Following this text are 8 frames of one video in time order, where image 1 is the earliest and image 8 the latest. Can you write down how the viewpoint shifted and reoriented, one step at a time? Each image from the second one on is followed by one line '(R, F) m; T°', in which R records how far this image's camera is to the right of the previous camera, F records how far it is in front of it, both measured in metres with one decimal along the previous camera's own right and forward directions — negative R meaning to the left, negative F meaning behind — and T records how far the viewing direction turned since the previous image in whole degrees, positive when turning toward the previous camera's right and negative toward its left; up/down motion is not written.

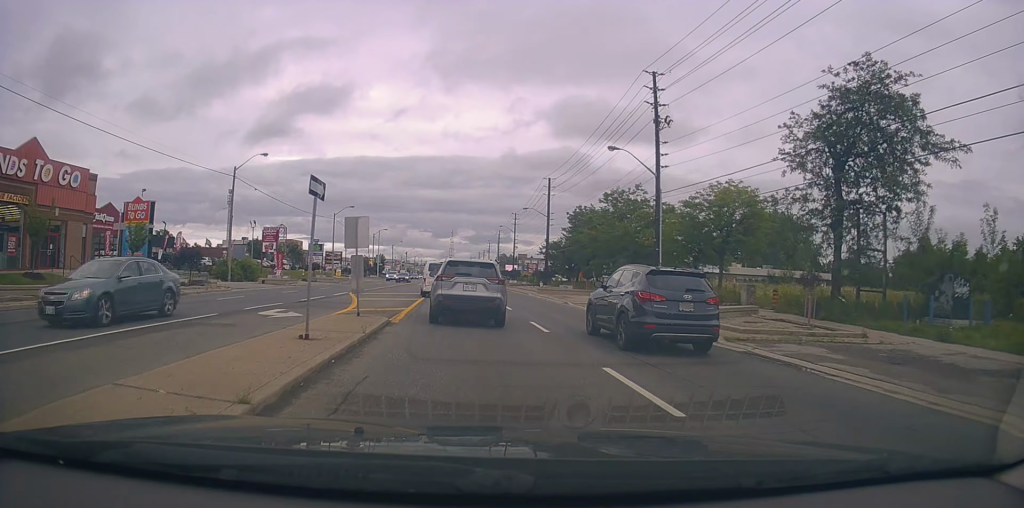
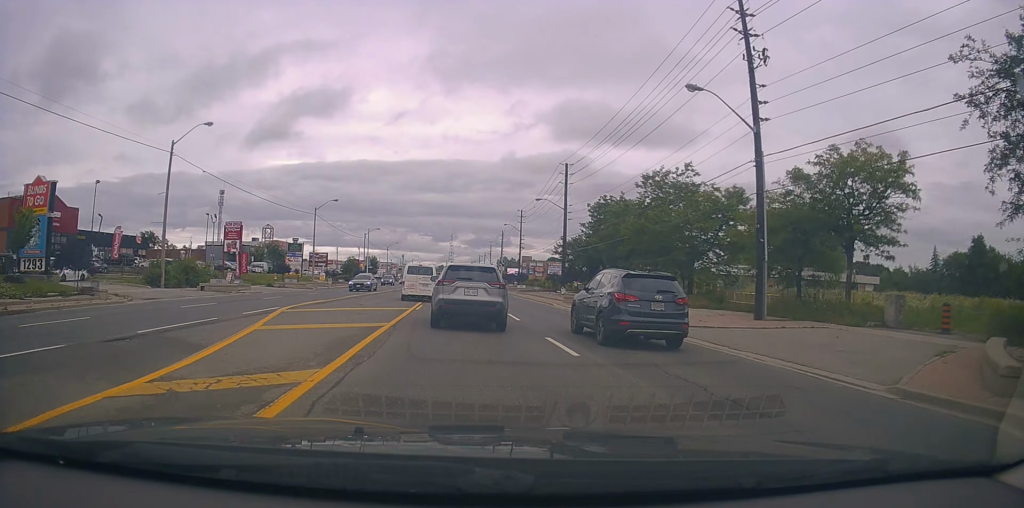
(+0.2, +12.7) m; +1°
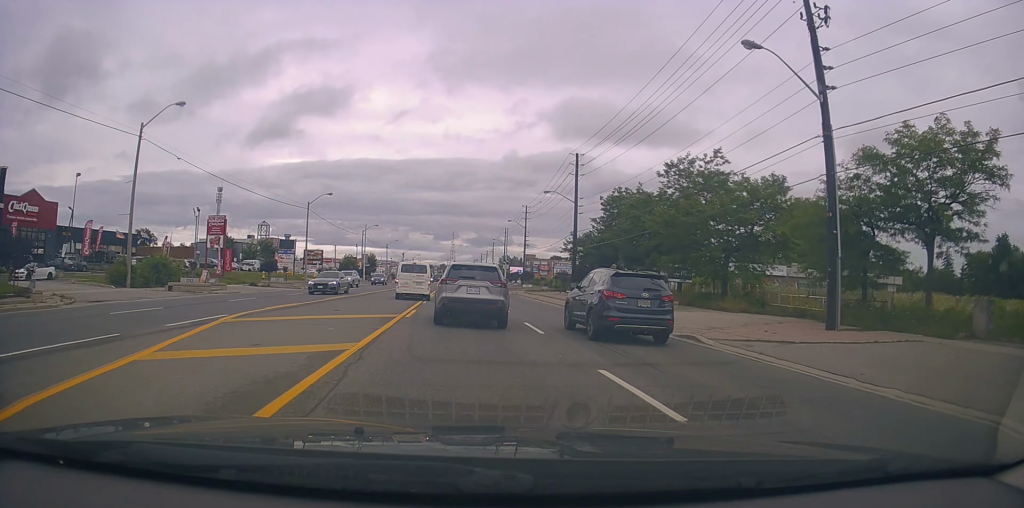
(0.0, +4.9) m; 0°
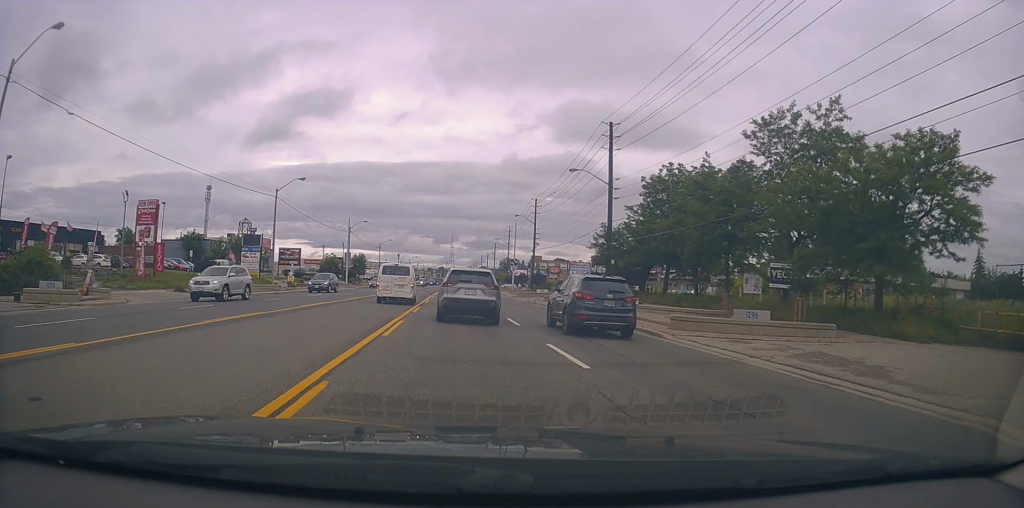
(+0.2, +13.6) m; 0°
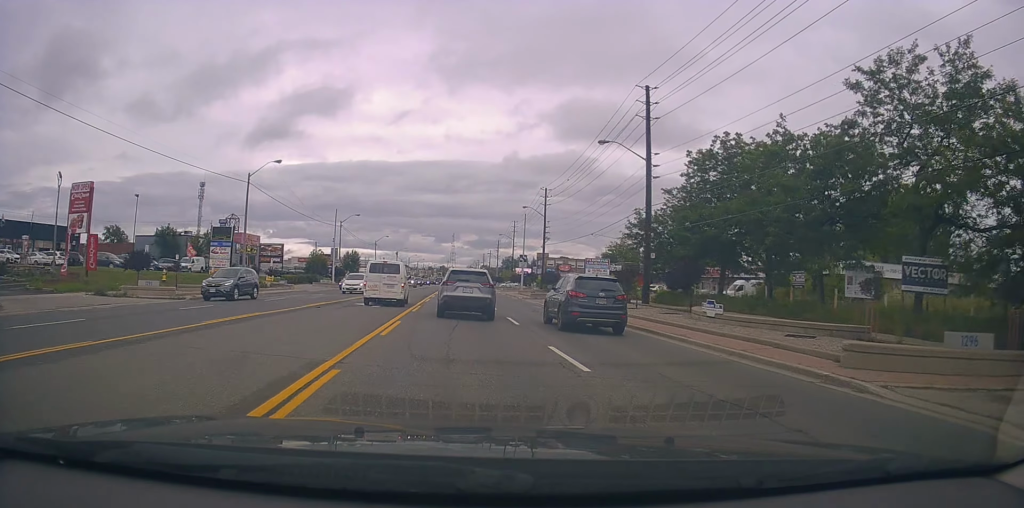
(-0.1, +8.8) m; 0°
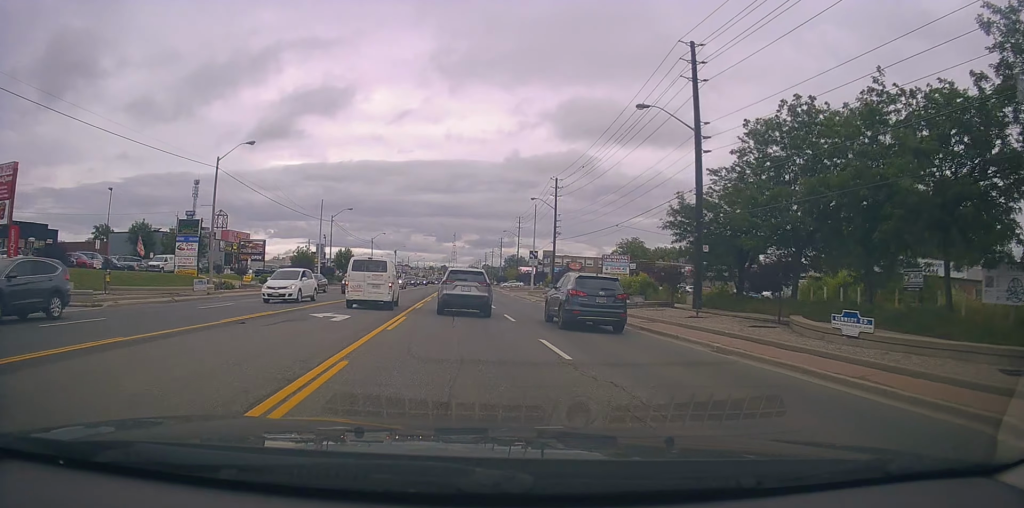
(-0.1, +7.4) m; 0°
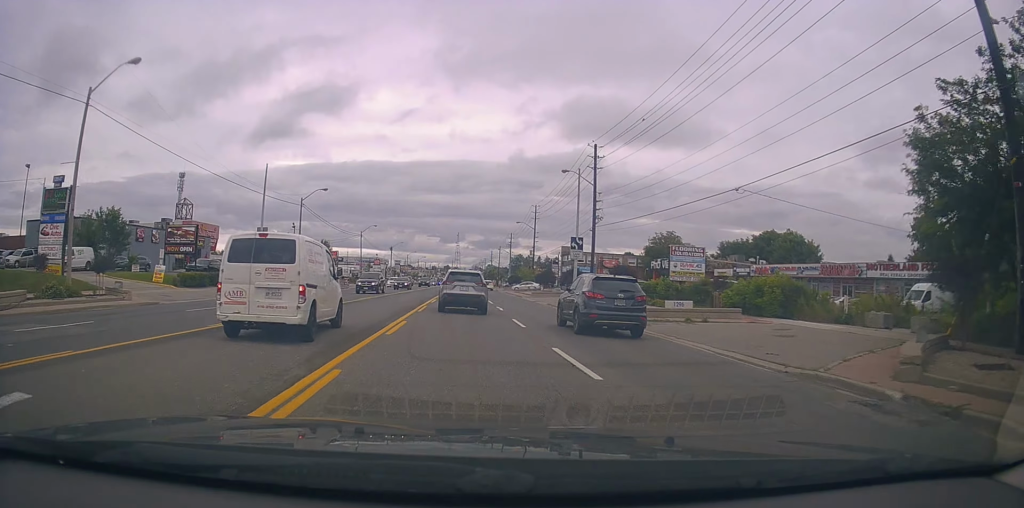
(-0.3, +18.9) m; -2°
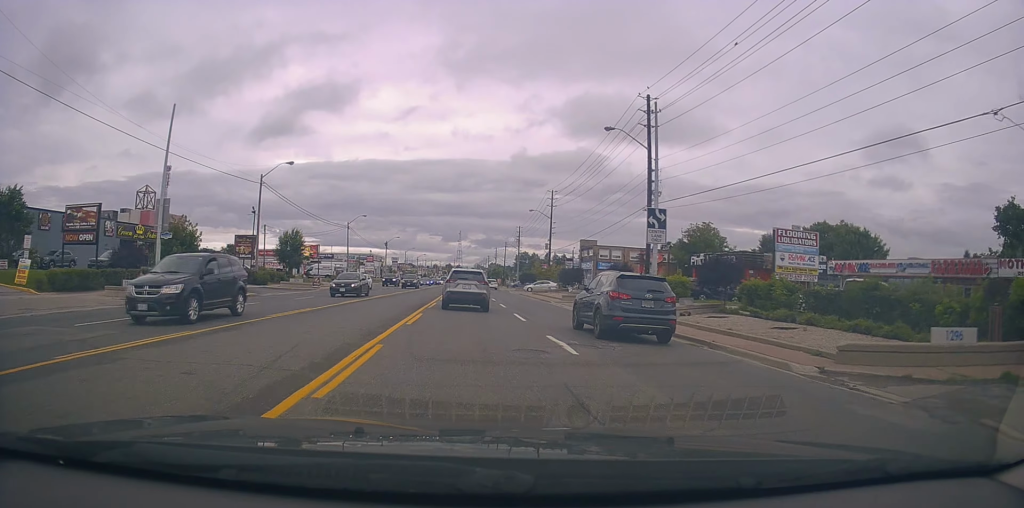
(+0.2, +15.2) m; +1°
